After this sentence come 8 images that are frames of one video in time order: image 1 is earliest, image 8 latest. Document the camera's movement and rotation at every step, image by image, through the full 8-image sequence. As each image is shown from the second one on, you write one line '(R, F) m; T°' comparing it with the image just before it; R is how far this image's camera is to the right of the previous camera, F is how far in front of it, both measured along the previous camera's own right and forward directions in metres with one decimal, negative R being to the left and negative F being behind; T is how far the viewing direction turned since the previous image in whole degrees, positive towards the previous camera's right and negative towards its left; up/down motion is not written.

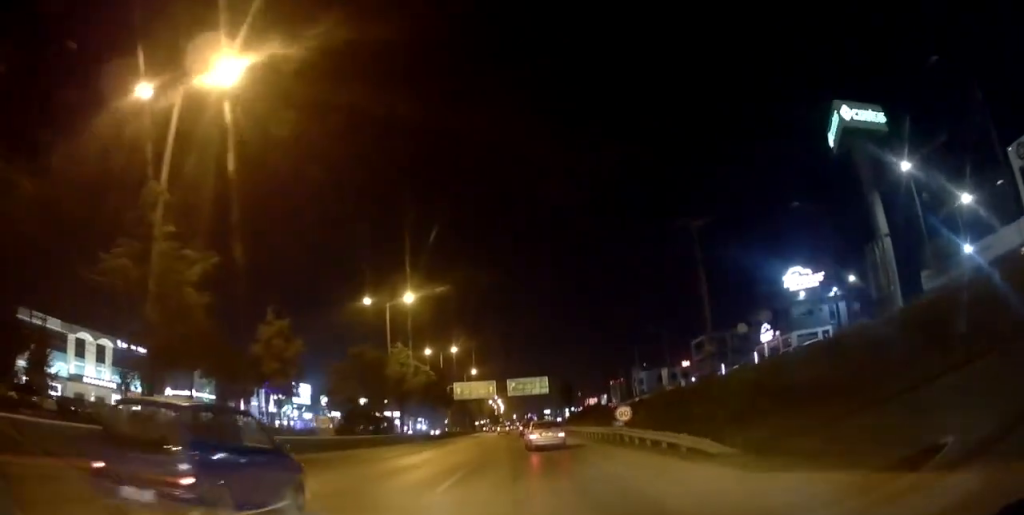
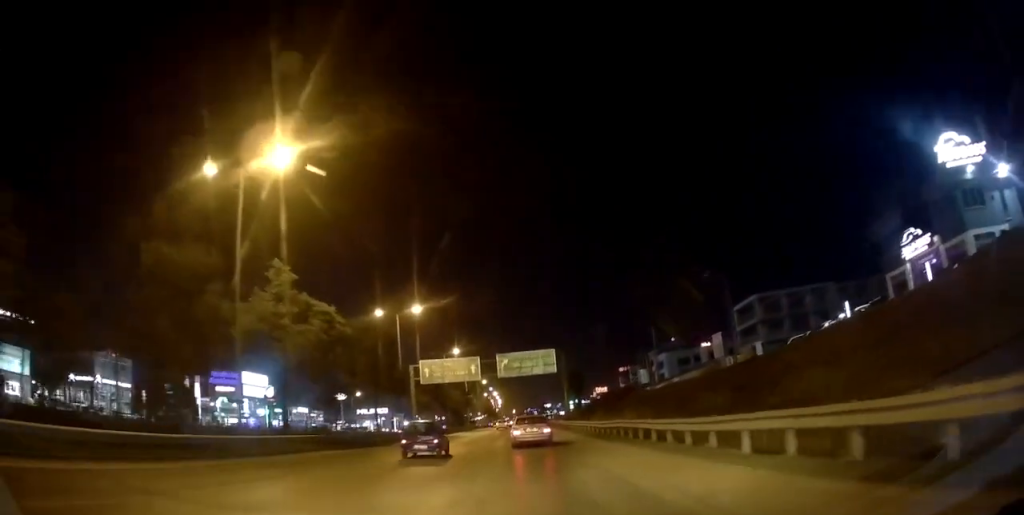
(-0.3, +28.9) m; -1°
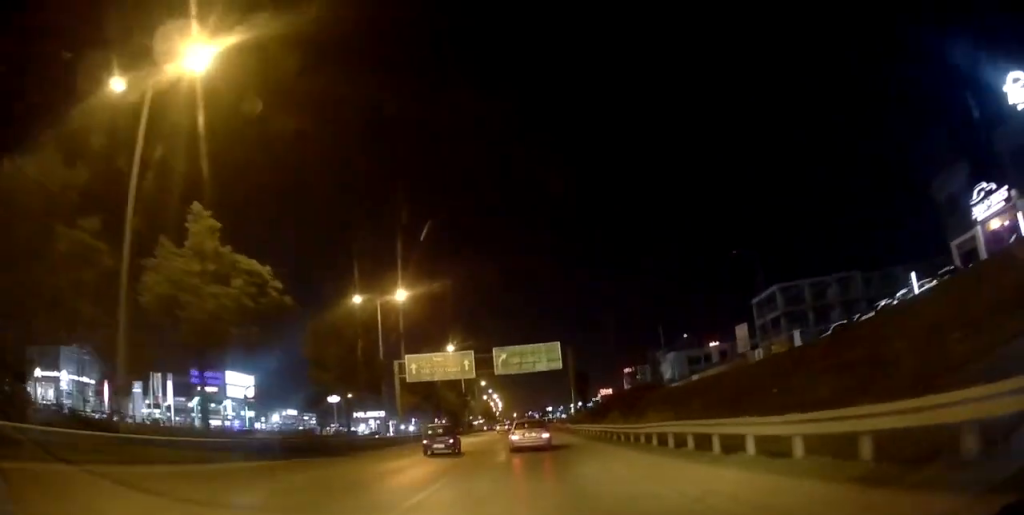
(0.0, +8.3) m; 0°
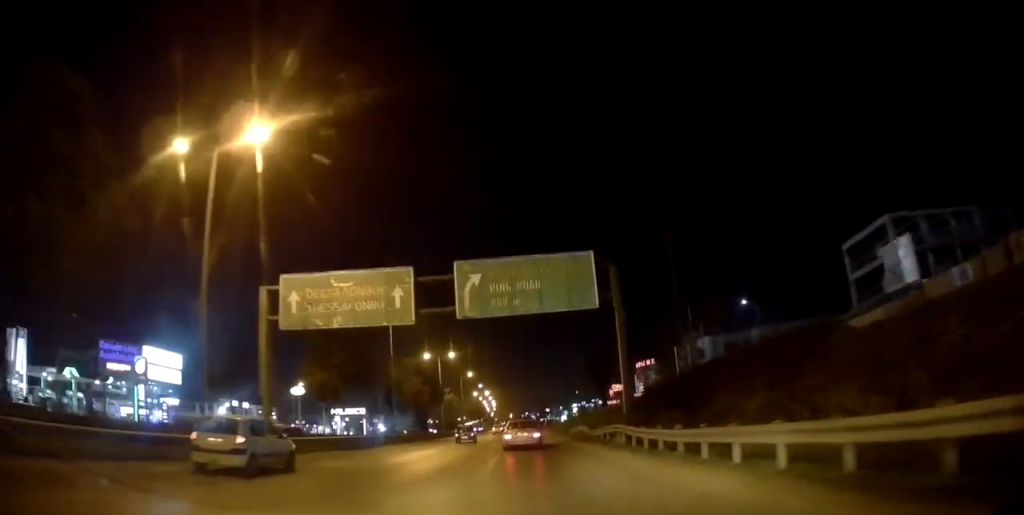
(0.0, +30.1) m; +1°
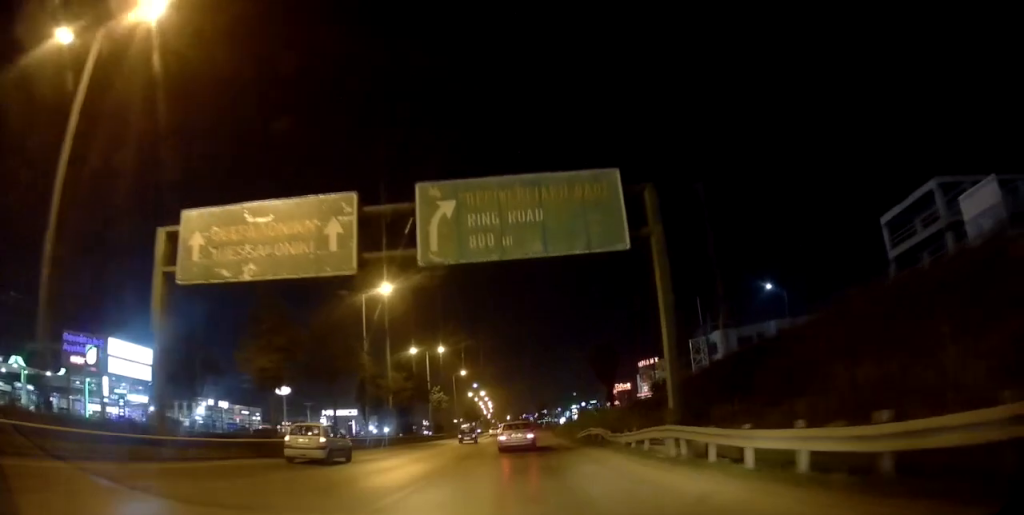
(0.0, +9.0) m; +1°
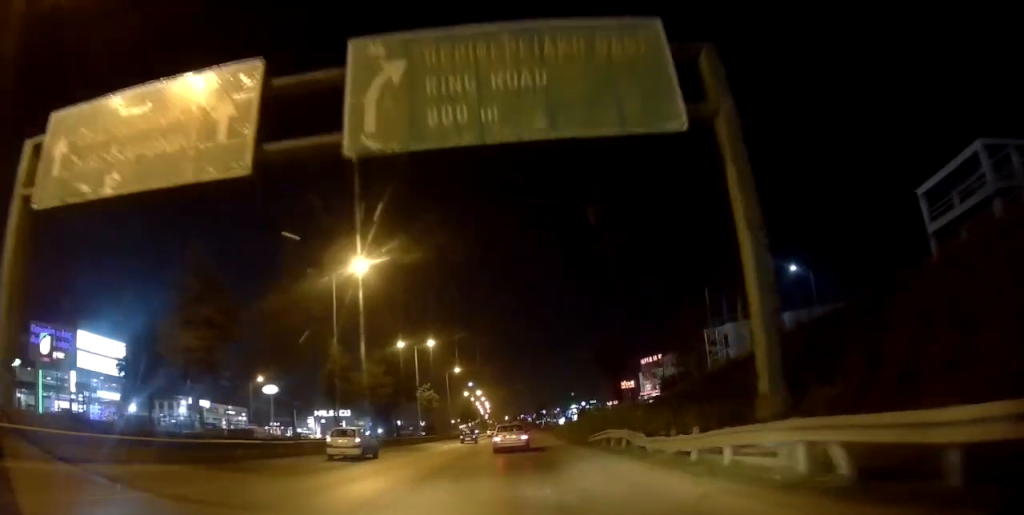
(+0.2, +7.4) m; 0°
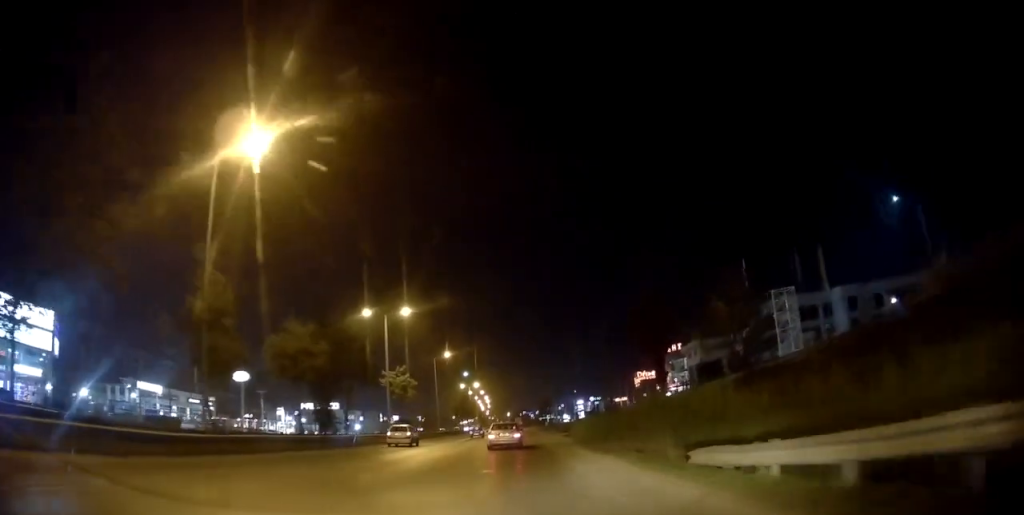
(-0.1, +18.5) m; -1°
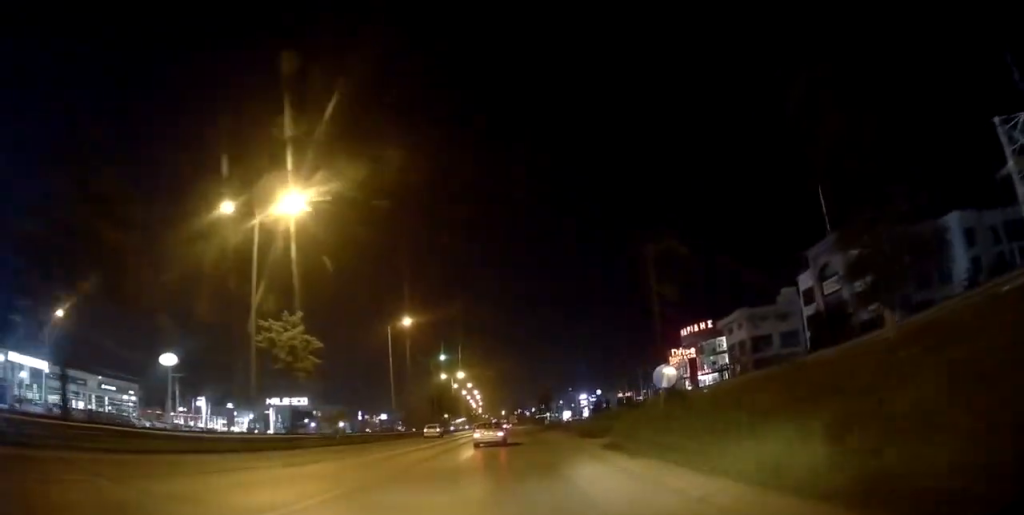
(-0.1, +29.3) m; +1°
